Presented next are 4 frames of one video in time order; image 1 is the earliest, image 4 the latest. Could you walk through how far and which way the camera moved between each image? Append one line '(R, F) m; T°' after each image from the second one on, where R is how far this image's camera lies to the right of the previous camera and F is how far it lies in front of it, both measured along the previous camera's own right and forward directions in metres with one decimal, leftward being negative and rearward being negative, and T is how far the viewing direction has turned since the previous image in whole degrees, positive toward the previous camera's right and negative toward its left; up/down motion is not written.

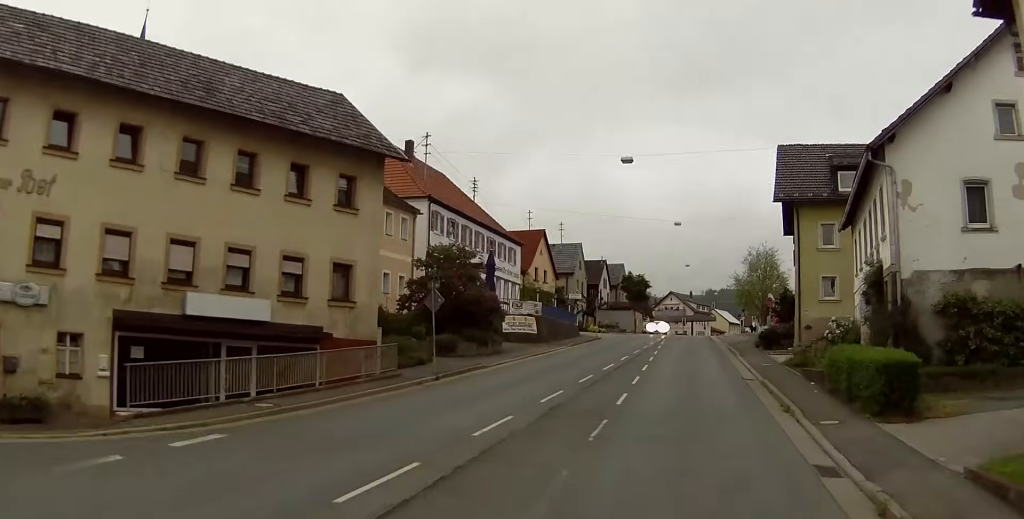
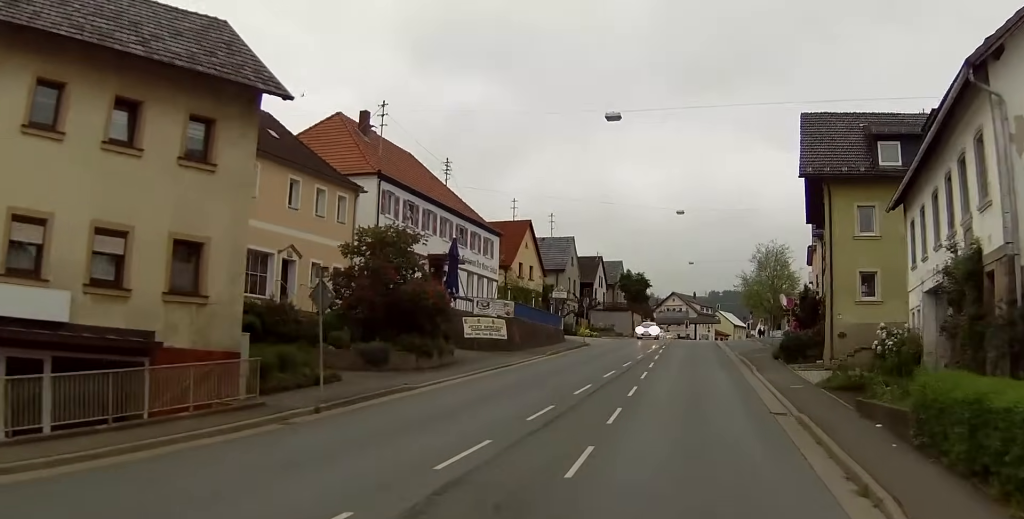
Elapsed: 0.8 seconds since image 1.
(+0.1, +9.2) m; +1°
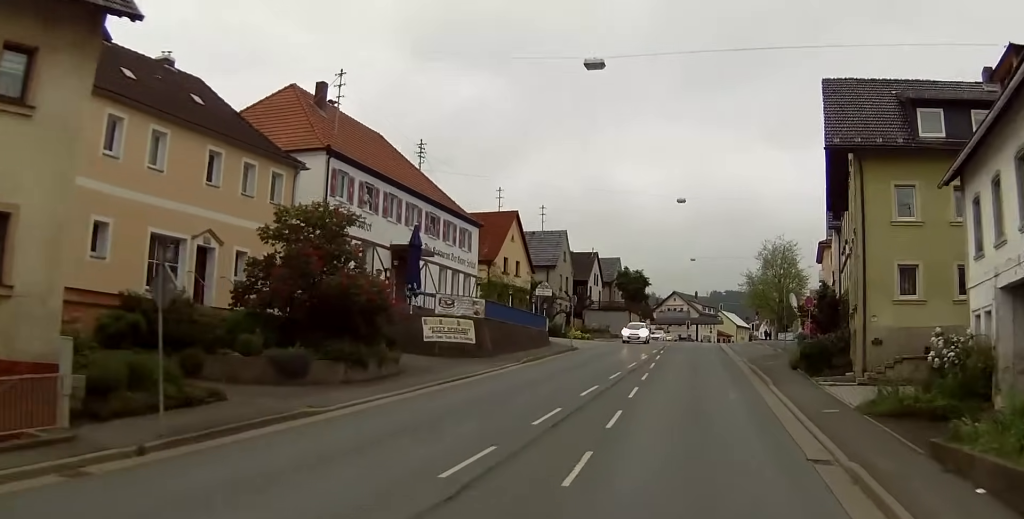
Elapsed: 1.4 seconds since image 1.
(+0.1, +6.5) m; +1°
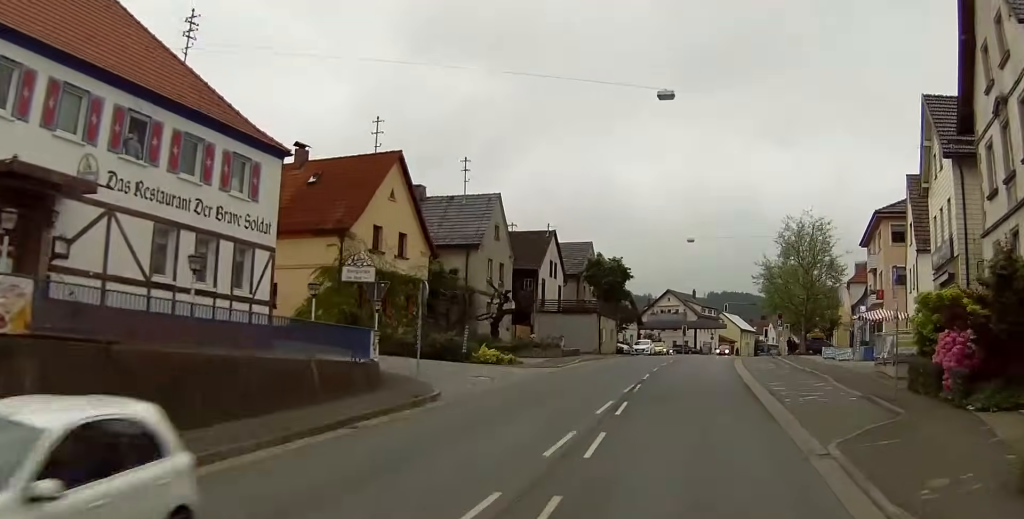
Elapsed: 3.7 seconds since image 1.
(+0.1, +26.4) m; 0°
